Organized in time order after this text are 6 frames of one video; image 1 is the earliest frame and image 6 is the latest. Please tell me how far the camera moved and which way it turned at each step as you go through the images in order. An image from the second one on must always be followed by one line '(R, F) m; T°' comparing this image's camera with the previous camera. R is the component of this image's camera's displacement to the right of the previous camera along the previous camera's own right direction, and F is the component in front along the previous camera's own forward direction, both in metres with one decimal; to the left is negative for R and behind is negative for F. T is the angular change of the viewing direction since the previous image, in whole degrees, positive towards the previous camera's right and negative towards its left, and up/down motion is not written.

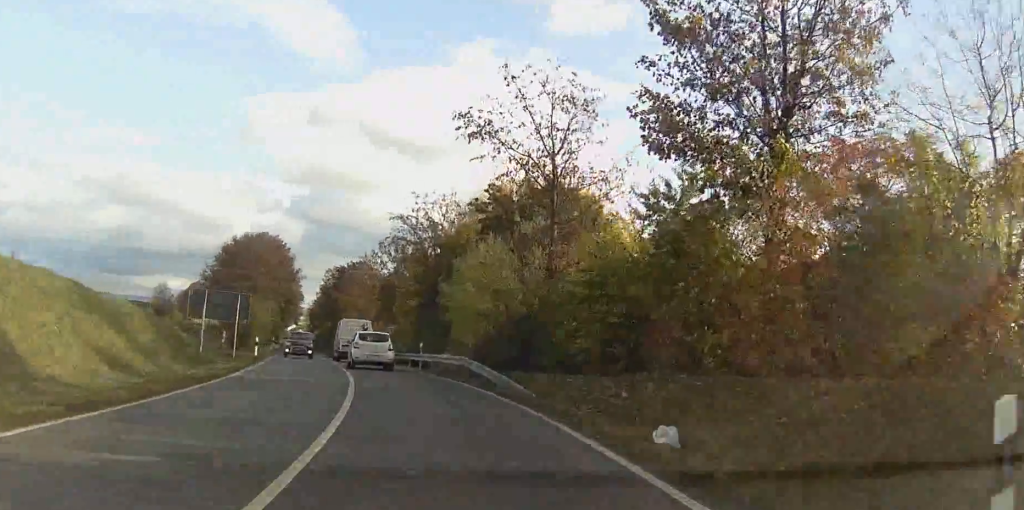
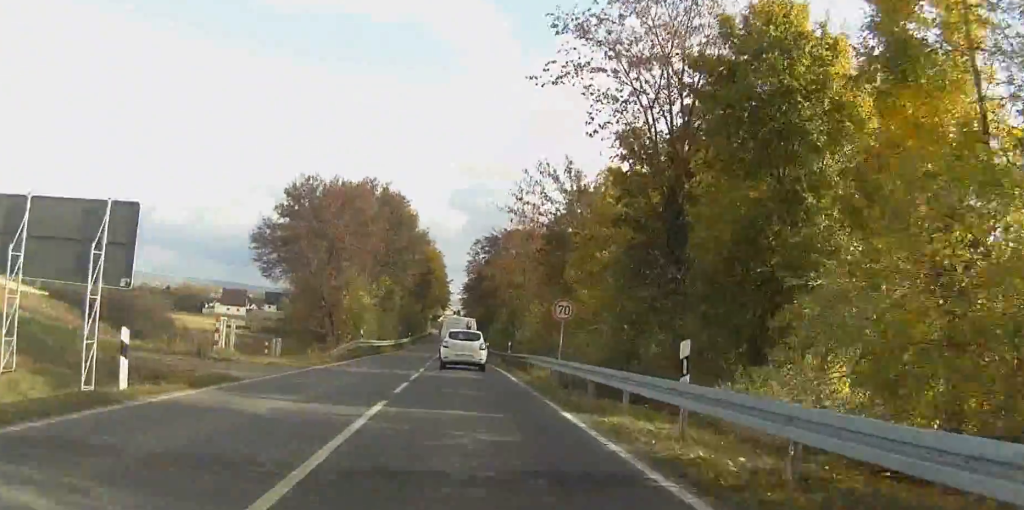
(-2.7, +32.1) m; -8°
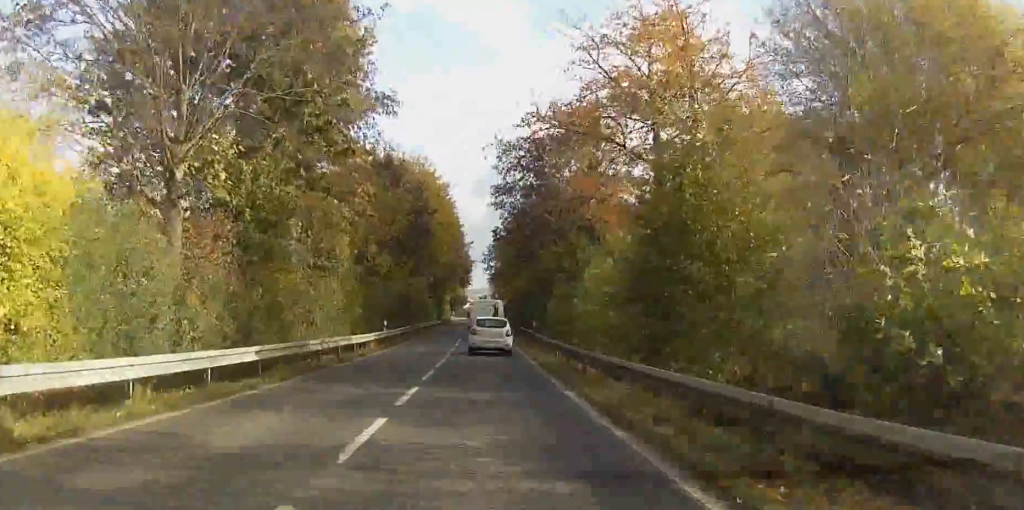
(-3.8, +51.8) m; -4°
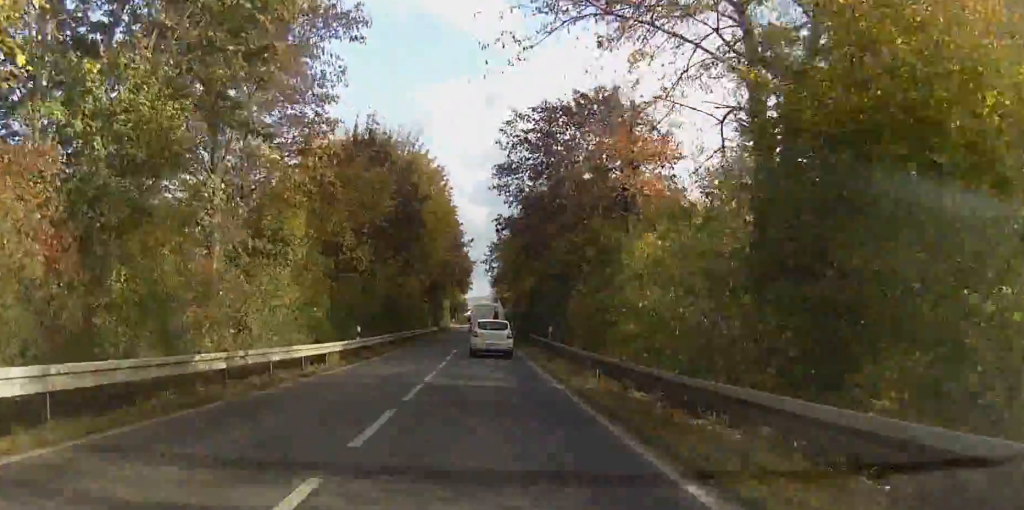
(0.0, +10.7) m; 0°
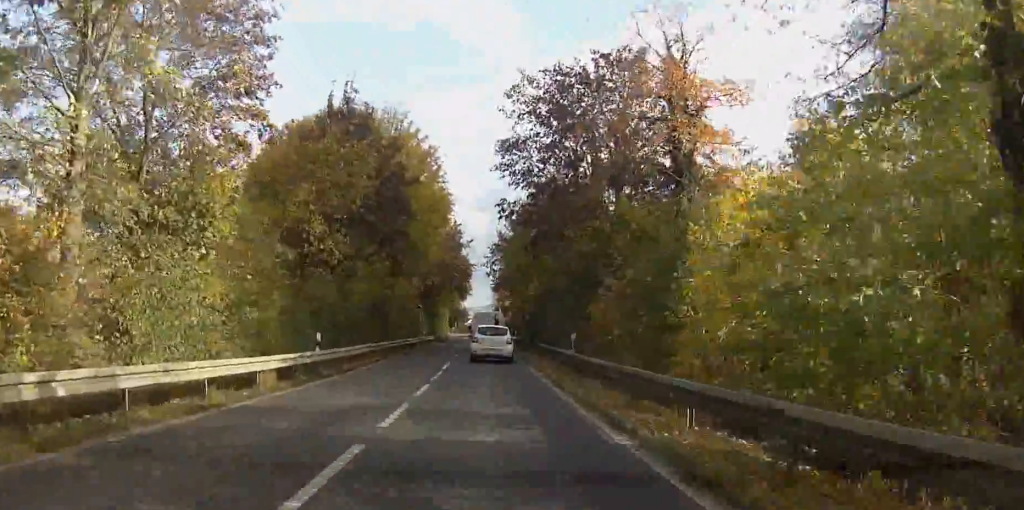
(0.0, +9.2) m; 0°
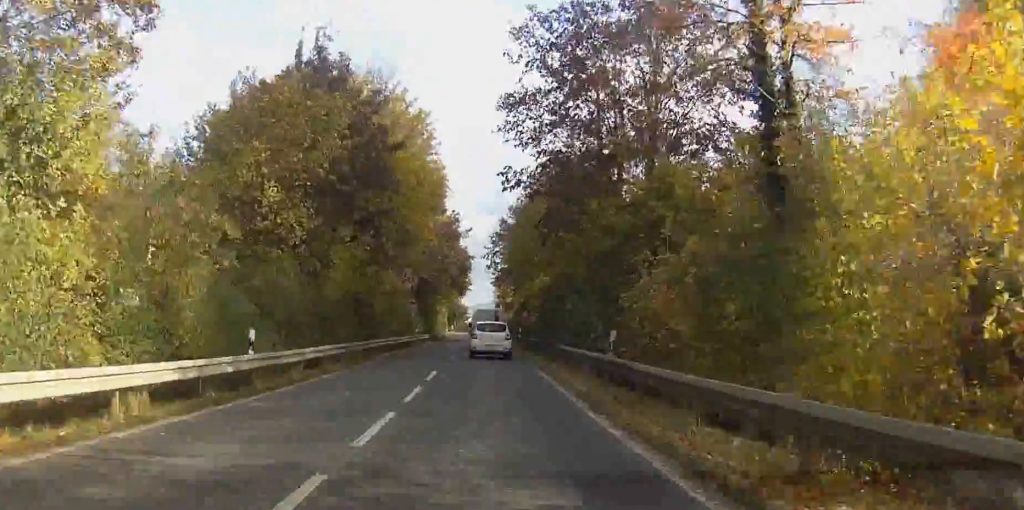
(0.0, +8.3) m; 0°
